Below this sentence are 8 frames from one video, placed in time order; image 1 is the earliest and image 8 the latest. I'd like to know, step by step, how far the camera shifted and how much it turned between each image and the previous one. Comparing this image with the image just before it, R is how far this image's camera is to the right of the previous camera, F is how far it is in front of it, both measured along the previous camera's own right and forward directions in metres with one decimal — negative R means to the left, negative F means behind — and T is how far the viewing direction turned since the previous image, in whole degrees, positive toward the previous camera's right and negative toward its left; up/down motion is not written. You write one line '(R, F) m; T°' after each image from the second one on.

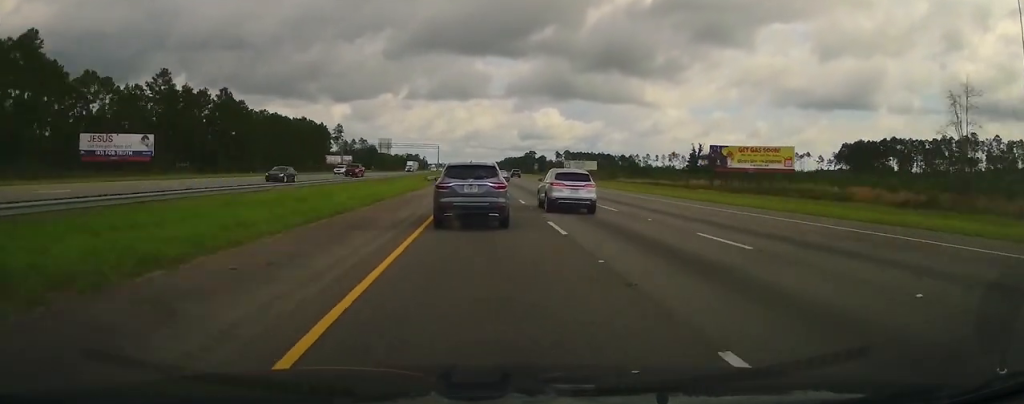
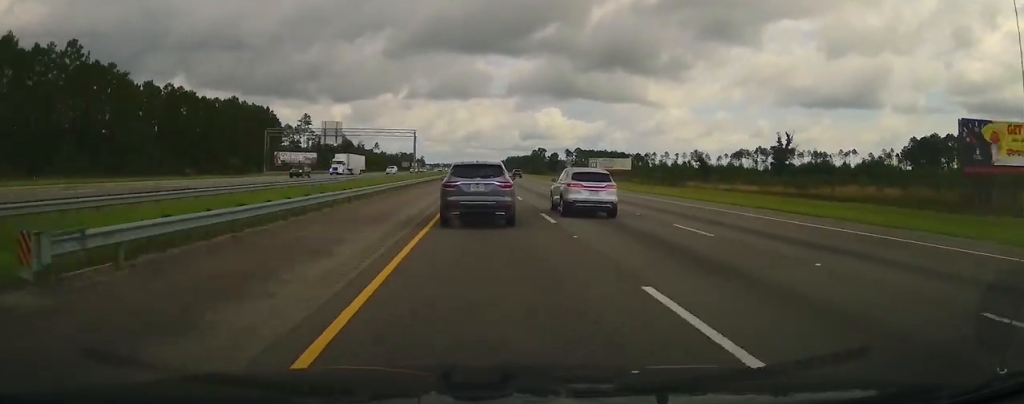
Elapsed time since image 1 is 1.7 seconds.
(-0.2, +61.6) m; 0°
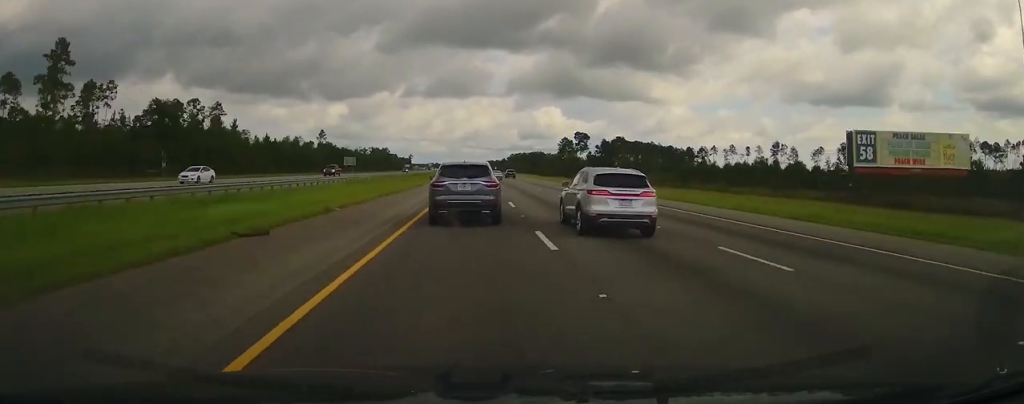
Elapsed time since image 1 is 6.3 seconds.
(+0.2, +157.2) m; 0°
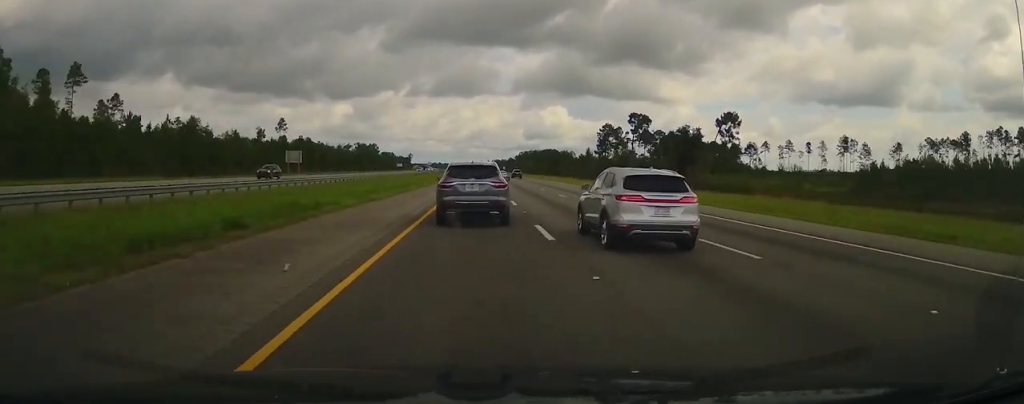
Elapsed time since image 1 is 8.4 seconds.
(0.0, +73.1) m; 0°
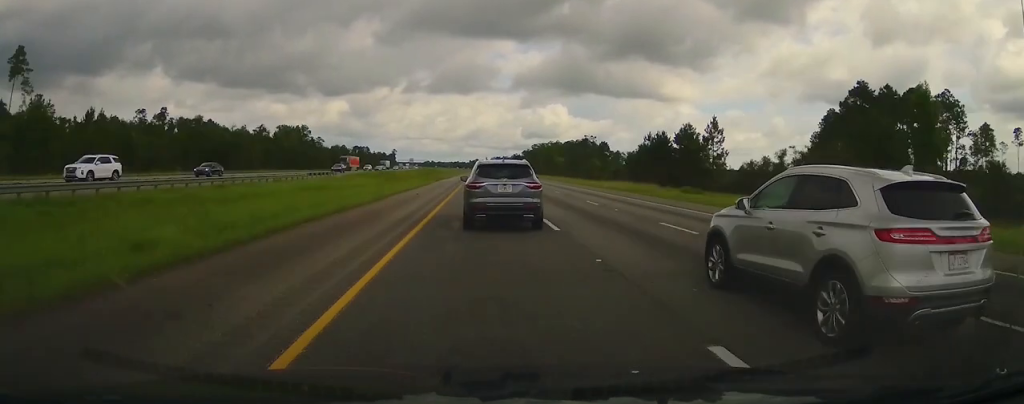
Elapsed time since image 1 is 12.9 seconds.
(+0.1, +155.5) m; 0°
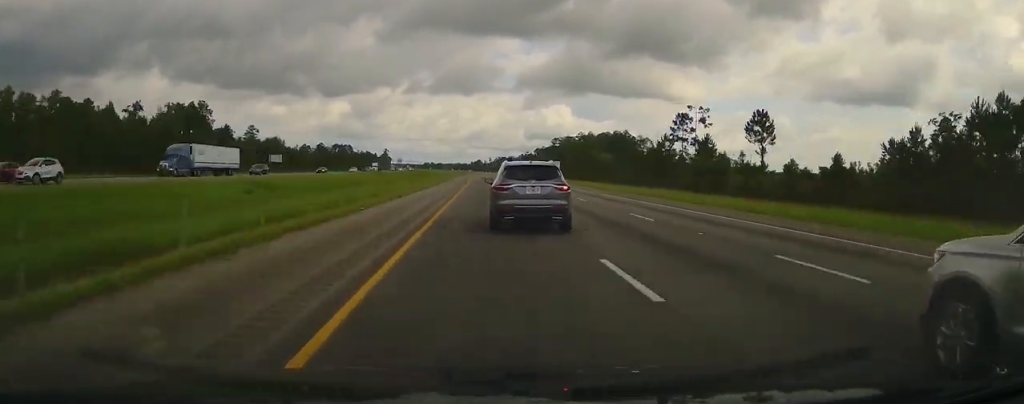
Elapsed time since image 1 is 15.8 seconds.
(+0.7, +95.4) m; 0°
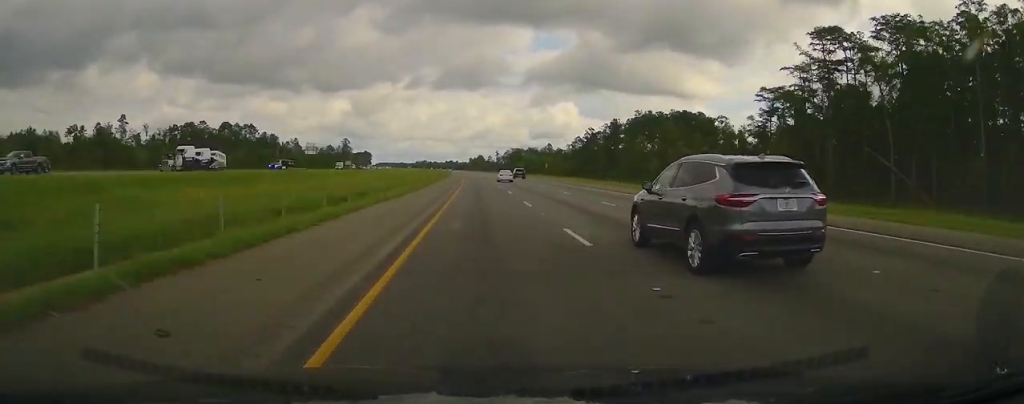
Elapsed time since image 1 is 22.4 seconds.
(-2.5, +222.2) m; -1°
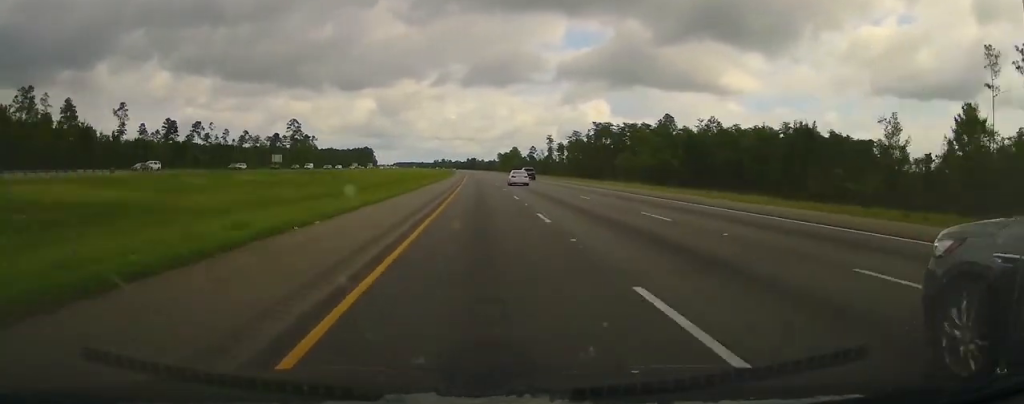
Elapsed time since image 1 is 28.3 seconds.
(-2.9, +218.6) m; -2°
